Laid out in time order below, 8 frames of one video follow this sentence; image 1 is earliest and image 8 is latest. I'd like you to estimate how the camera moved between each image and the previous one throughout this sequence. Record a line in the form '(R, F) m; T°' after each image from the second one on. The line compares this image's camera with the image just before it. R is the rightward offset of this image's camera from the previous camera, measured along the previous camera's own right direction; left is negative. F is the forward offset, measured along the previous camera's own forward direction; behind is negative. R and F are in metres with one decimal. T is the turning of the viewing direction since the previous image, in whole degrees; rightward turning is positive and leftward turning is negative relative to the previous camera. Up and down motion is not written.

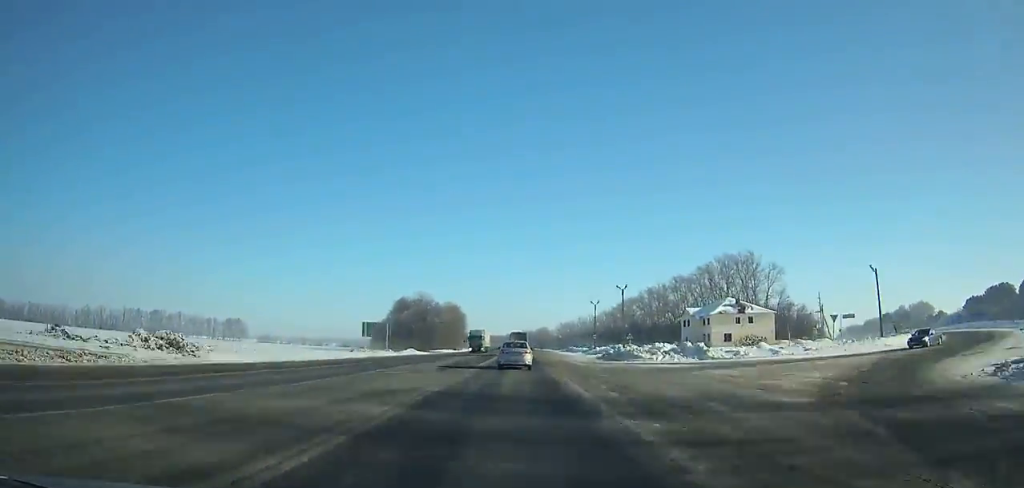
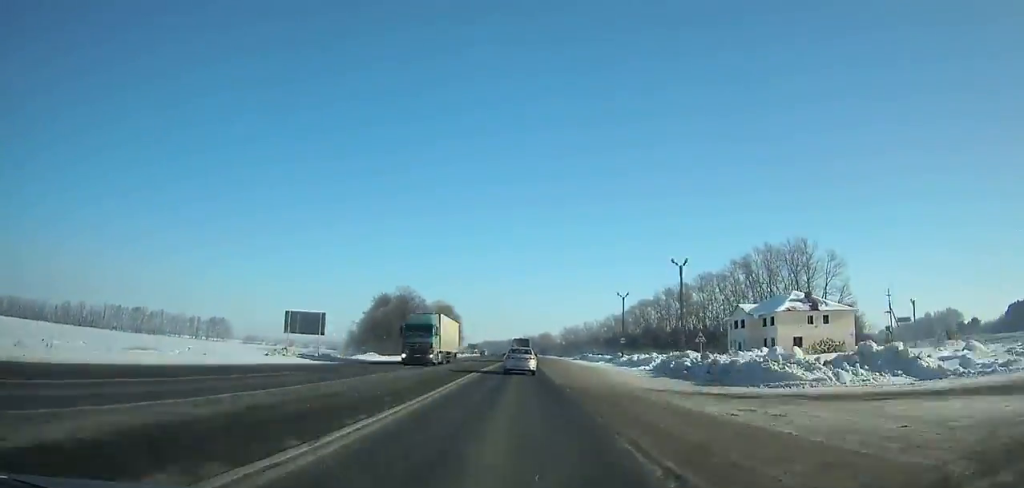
(0.0, +27.8) m; 0°
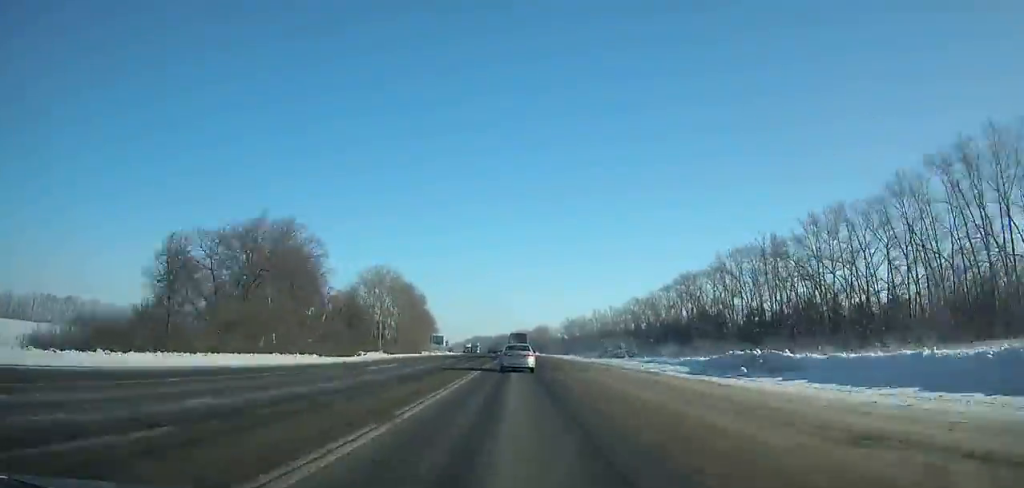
(+0.4, +72.9) m; 0°
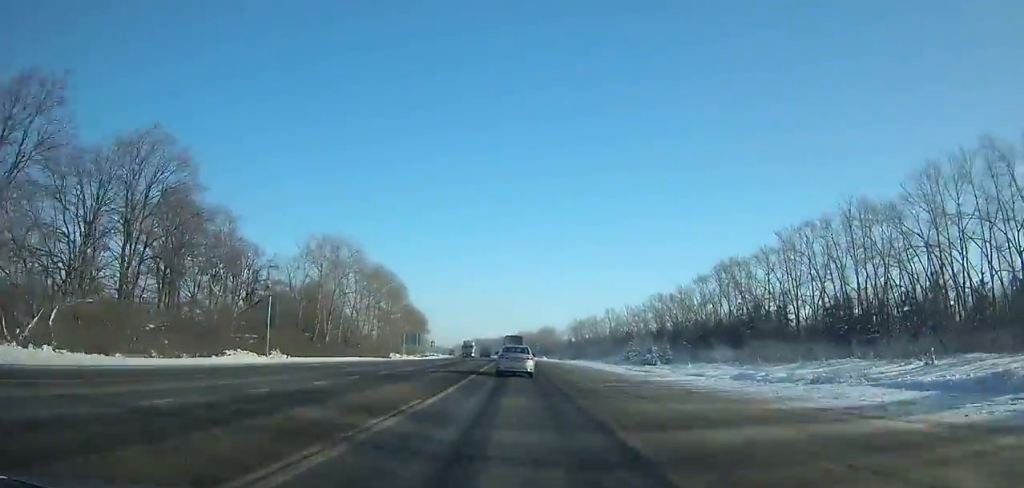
(+0.1, +32.0) m; 0°
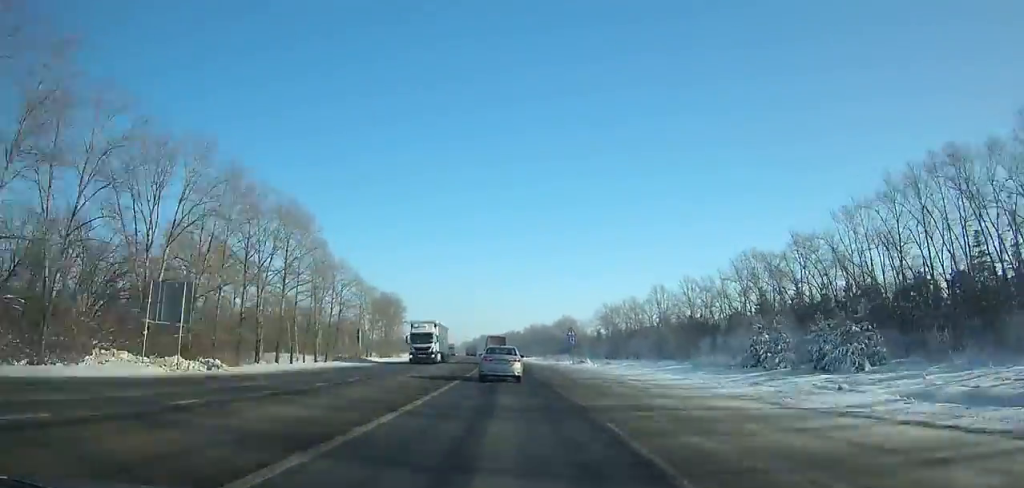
(-0.6, +70.6) m; -2°
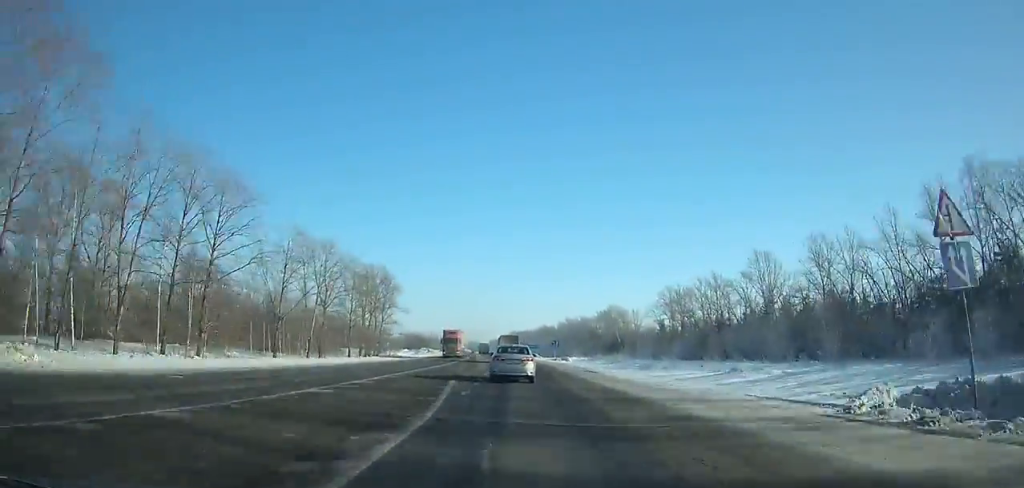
(-1.3, +55.7) m; -2°
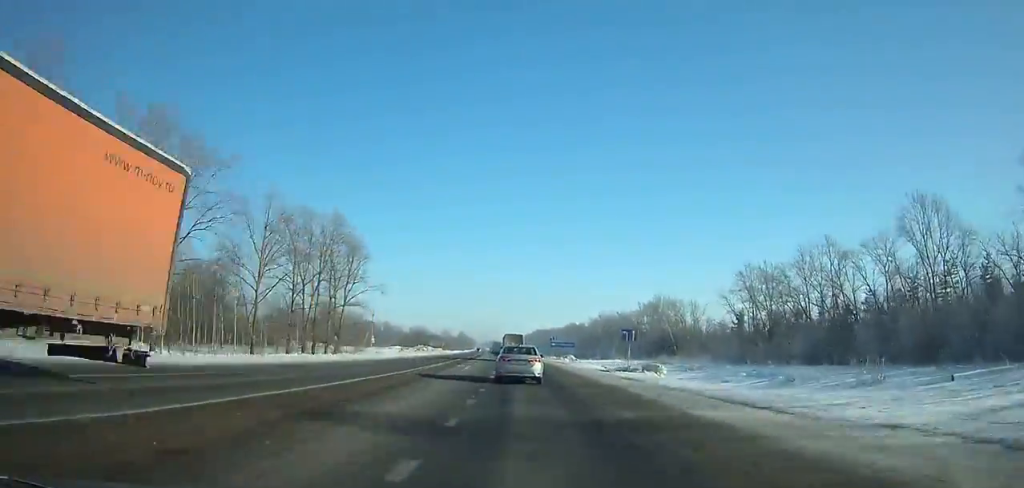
(-0.9, +47.0) m; -2°
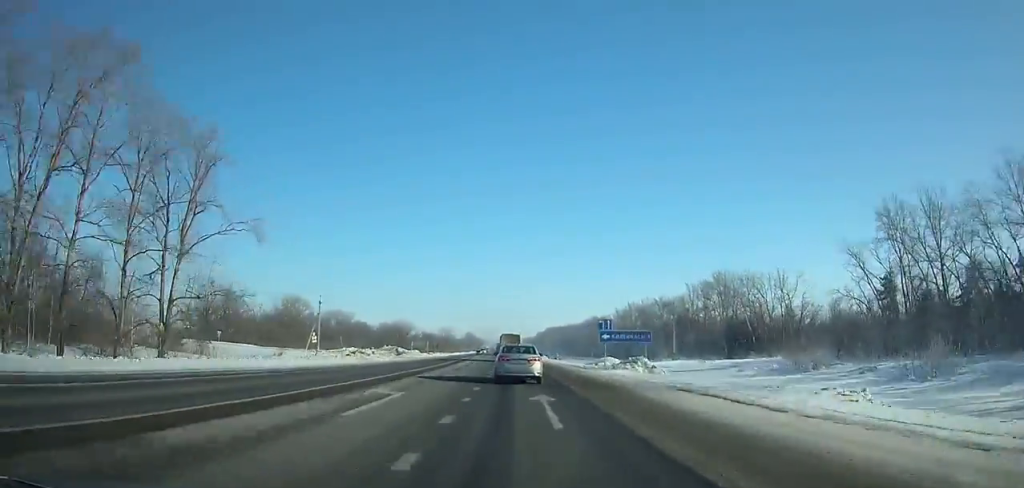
(-0.6, +51.0) m; -2°
